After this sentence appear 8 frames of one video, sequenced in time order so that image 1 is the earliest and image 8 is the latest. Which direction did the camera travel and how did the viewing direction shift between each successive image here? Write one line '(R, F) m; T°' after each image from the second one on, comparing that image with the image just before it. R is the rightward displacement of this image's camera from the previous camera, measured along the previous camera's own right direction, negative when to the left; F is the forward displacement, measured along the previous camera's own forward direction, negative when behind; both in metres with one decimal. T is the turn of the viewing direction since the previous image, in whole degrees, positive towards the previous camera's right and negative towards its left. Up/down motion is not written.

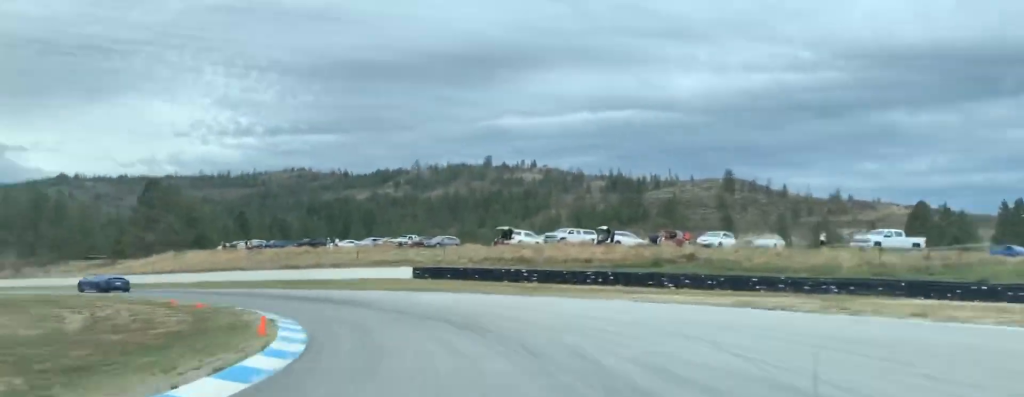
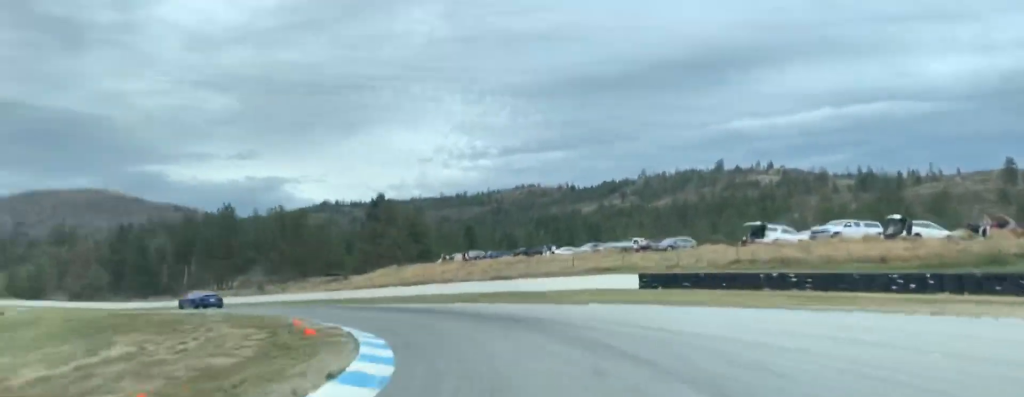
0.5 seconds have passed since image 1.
(-3.8, +12.9) m; -14°
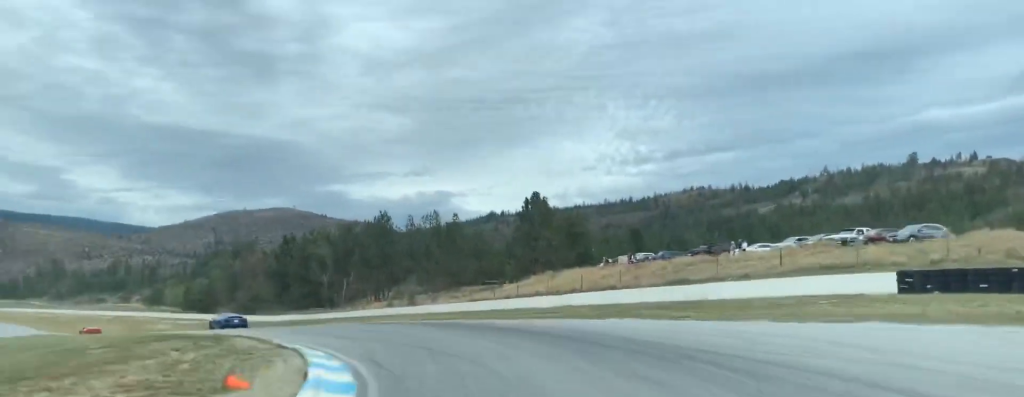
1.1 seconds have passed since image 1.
(-1.2, +14.8) m; -15°
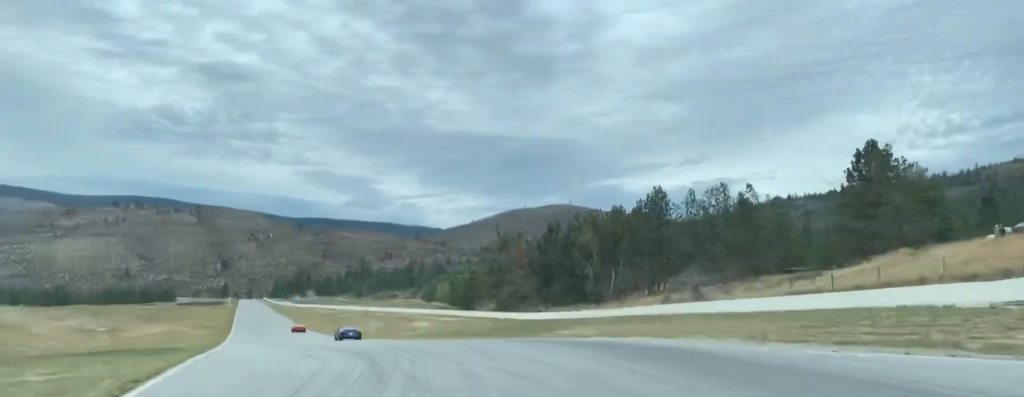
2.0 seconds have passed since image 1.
(-4.3, +26.9) m; -20°
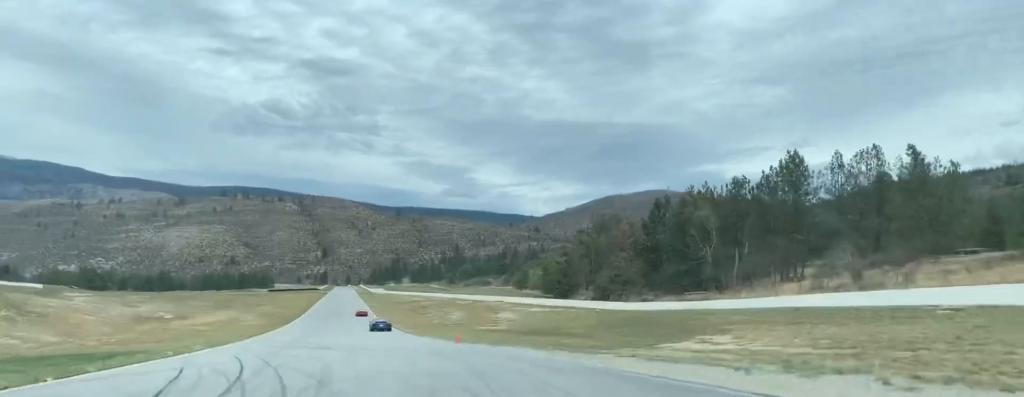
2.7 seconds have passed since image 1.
(-3.7, +21.2) m; -11°
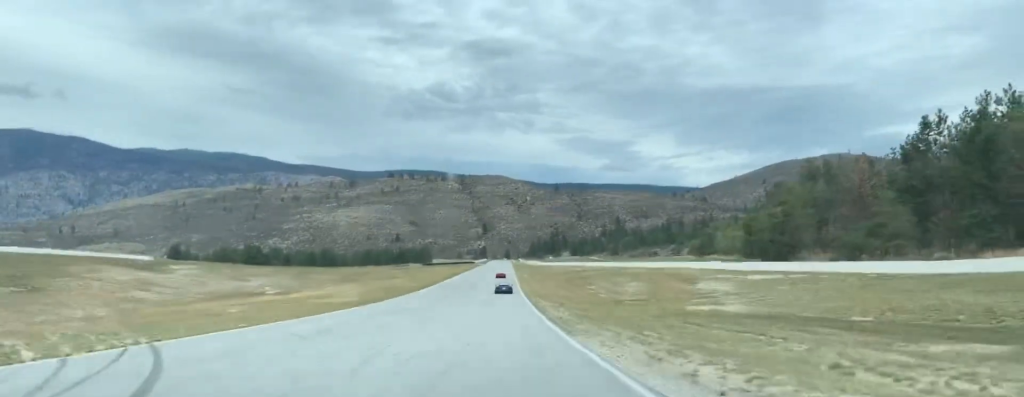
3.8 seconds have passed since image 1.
(-5.4, +39.0) m; -9°
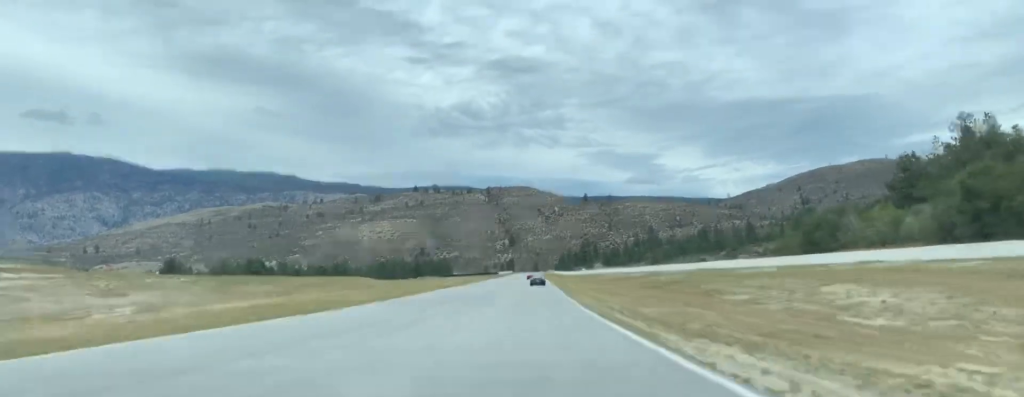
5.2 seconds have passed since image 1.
(+0.6, +56.9) m; +2°
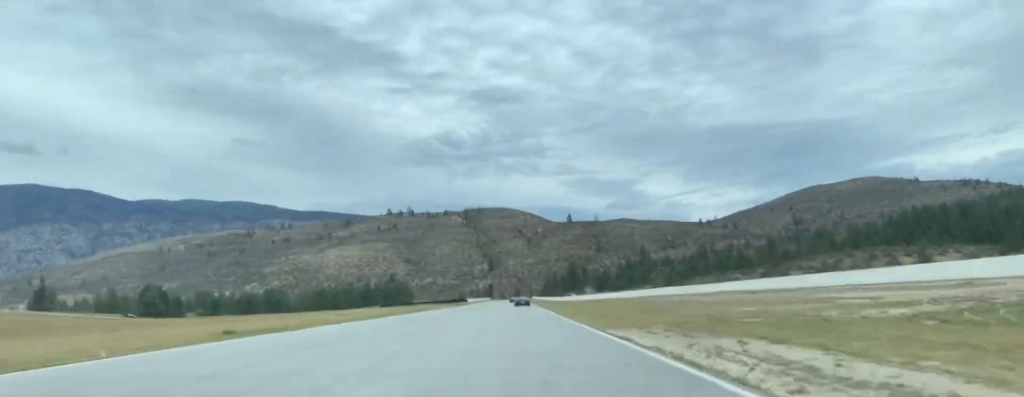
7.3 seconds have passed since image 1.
(+0.4, +97.8) m; +1°
